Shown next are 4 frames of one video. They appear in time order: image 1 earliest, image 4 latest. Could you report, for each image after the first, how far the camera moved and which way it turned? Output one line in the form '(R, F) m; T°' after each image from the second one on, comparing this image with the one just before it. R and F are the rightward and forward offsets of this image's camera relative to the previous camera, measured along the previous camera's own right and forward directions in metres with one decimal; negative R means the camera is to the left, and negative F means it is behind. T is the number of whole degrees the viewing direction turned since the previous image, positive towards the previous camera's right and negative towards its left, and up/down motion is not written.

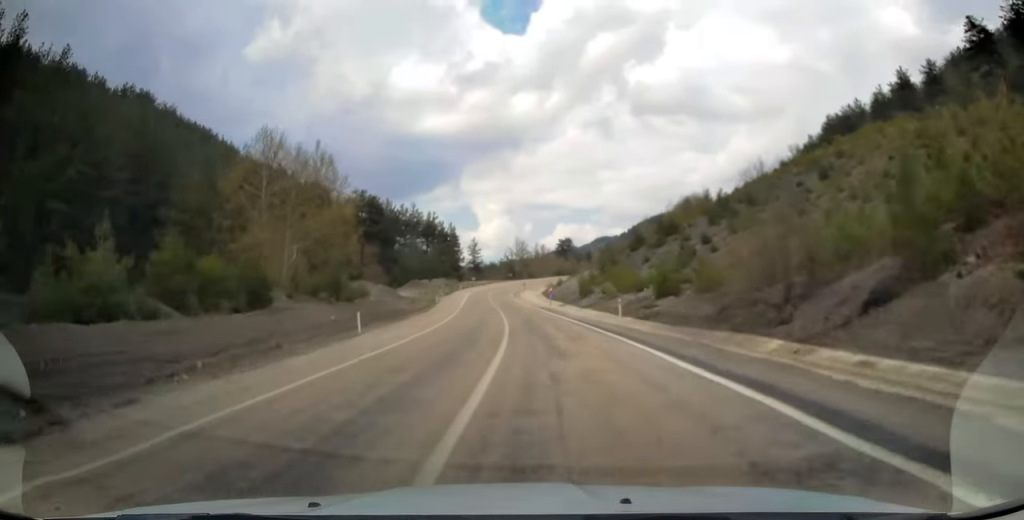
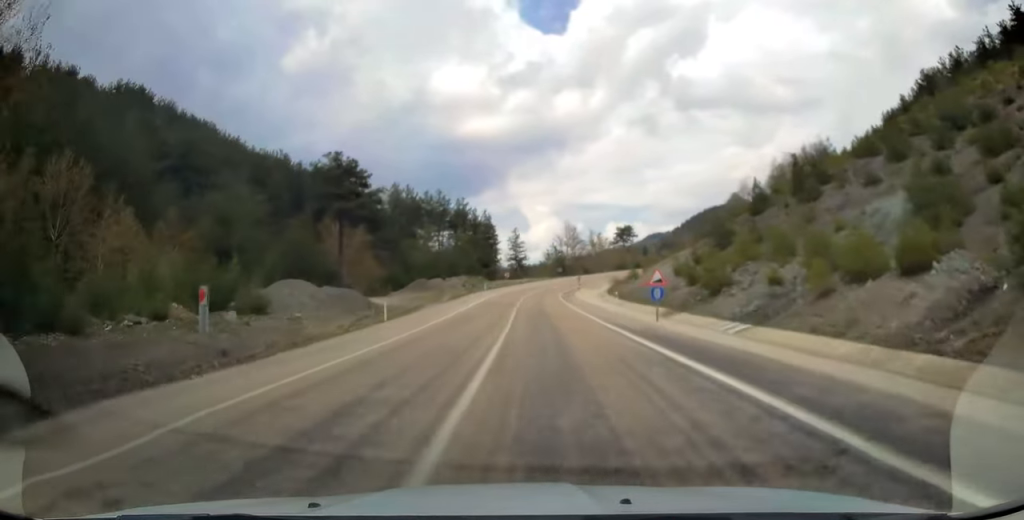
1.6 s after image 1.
(-2.5, +39.0) m; -6°
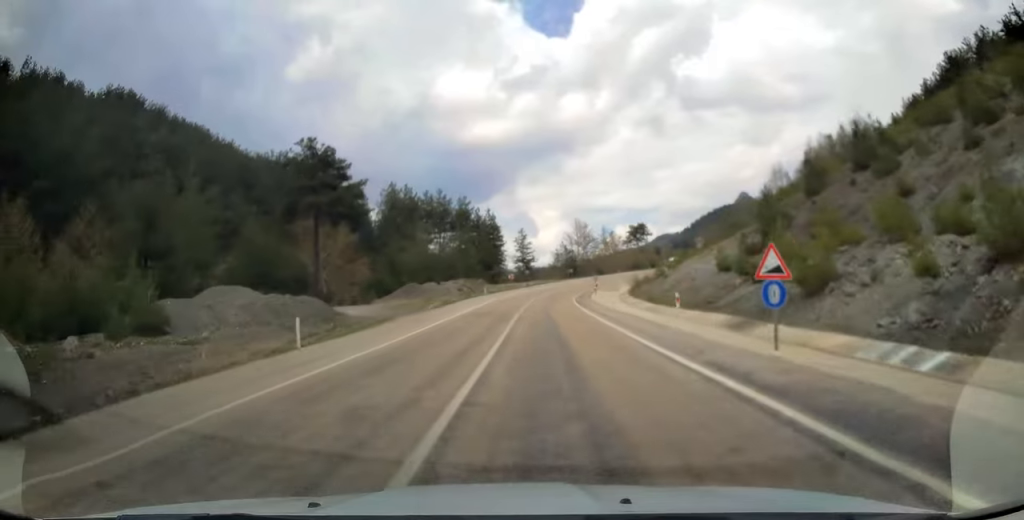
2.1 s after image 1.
(0.0, +12.0) m; -1°
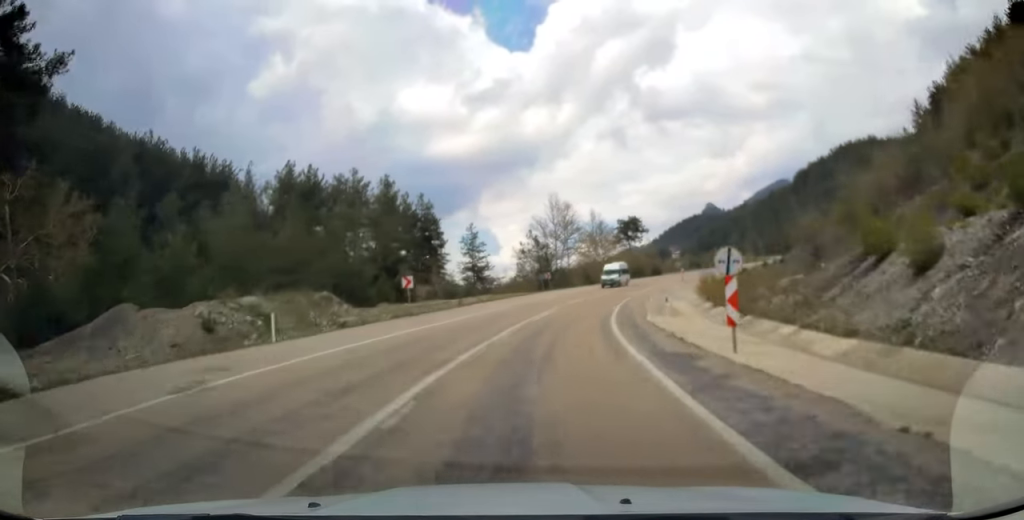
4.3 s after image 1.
(+0.1, +51.0) m; +4°
